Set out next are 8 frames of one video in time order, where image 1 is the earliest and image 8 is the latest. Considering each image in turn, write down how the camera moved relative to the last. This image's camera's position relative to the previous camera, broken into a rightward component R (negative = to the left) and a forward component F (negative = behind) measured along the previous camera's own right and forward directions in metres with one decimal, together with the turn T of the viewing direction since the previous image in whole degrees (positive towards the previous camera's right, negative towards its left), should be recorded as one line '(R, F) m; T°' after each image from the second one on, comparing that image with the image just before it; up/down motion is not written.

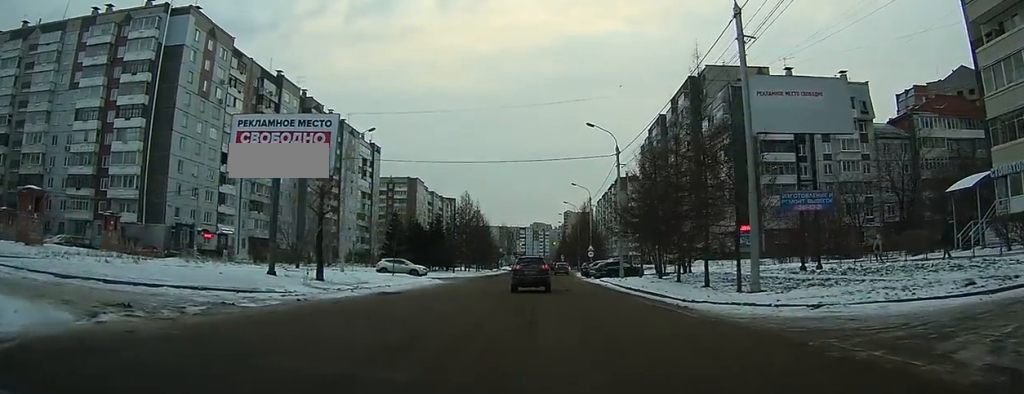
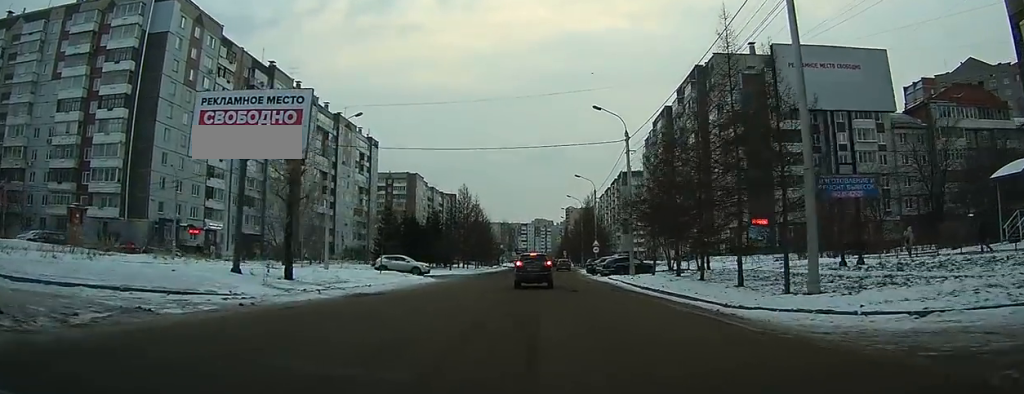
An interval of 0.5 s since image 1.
(0.0, +4.0) m; -1°
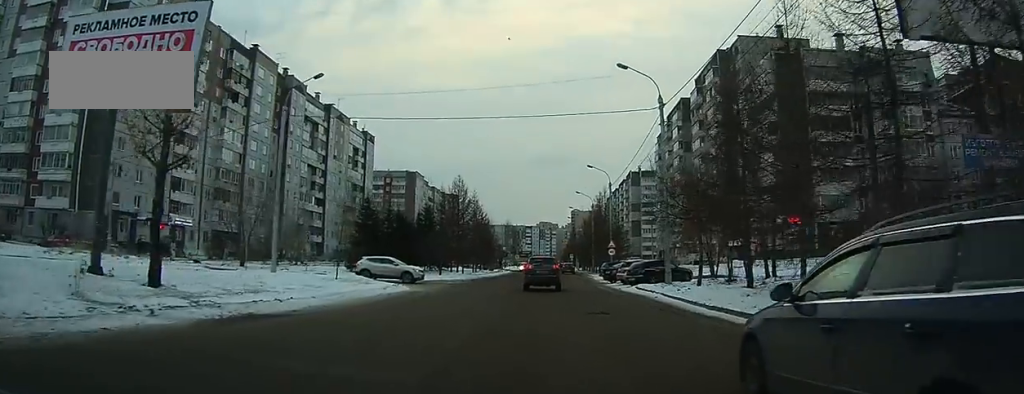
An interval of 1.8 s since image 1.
(-0.1, +9.4) m; 0°
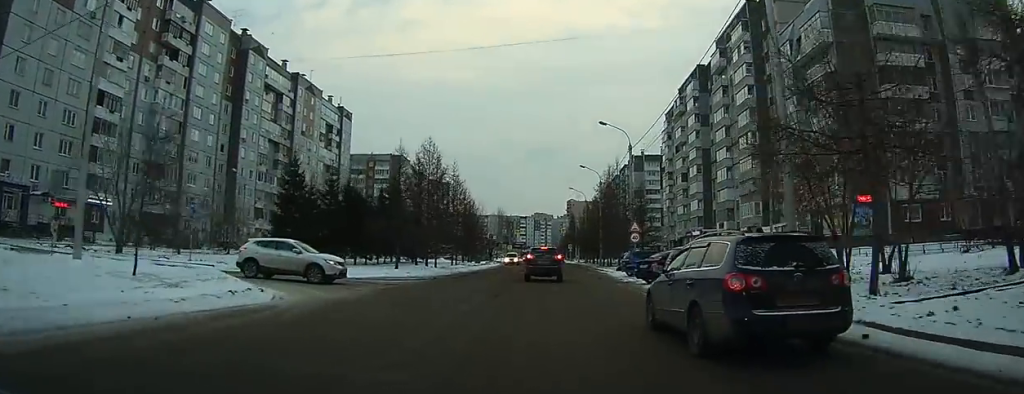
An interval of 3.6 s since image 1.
(+0.1, +14.8) m; 0°
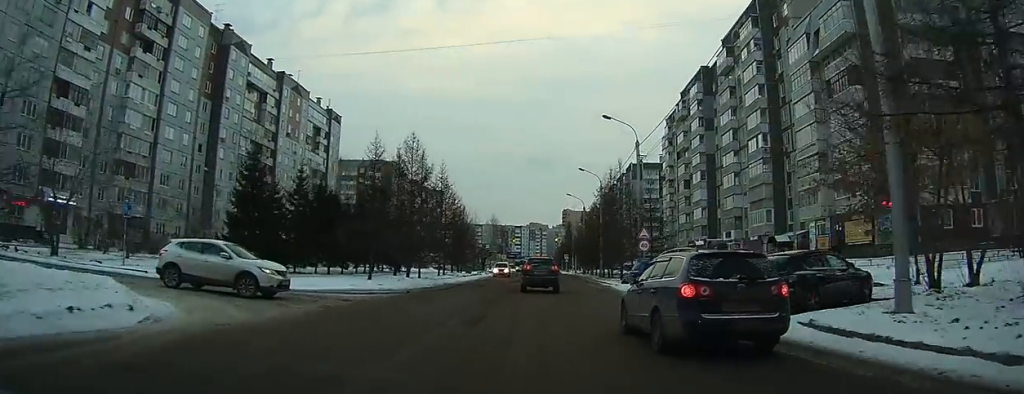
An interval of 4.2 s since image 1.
(-0.1, +4.8) m; 0°
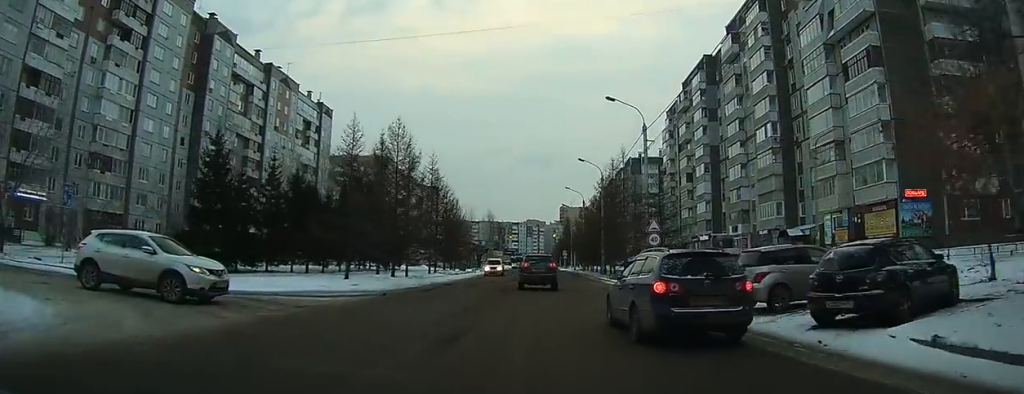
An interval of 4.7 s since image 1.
(+0.1, +3.5) m; 0°
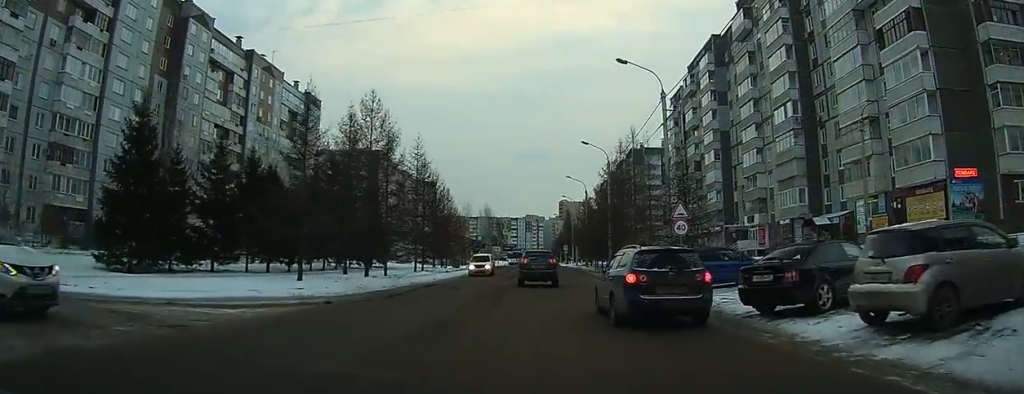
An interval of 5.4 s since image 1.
(+0.1, +5.7) m; 0°
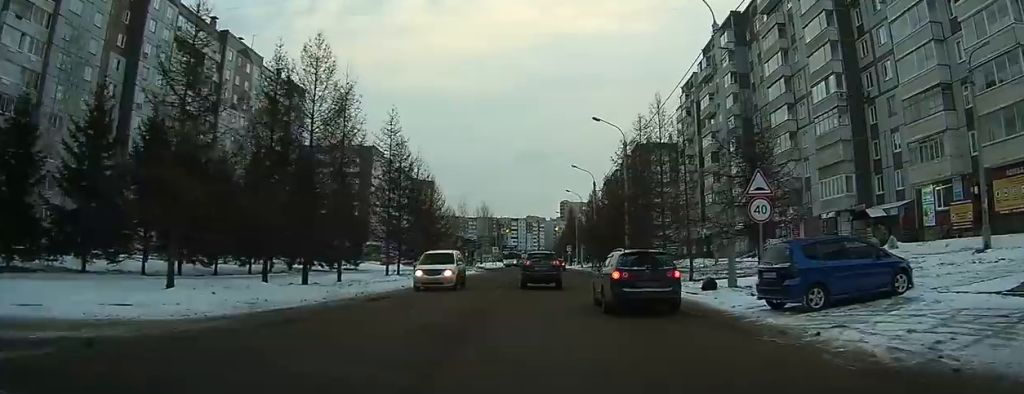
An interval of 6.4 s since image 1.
(-0.1, +8.9) m; +1°
